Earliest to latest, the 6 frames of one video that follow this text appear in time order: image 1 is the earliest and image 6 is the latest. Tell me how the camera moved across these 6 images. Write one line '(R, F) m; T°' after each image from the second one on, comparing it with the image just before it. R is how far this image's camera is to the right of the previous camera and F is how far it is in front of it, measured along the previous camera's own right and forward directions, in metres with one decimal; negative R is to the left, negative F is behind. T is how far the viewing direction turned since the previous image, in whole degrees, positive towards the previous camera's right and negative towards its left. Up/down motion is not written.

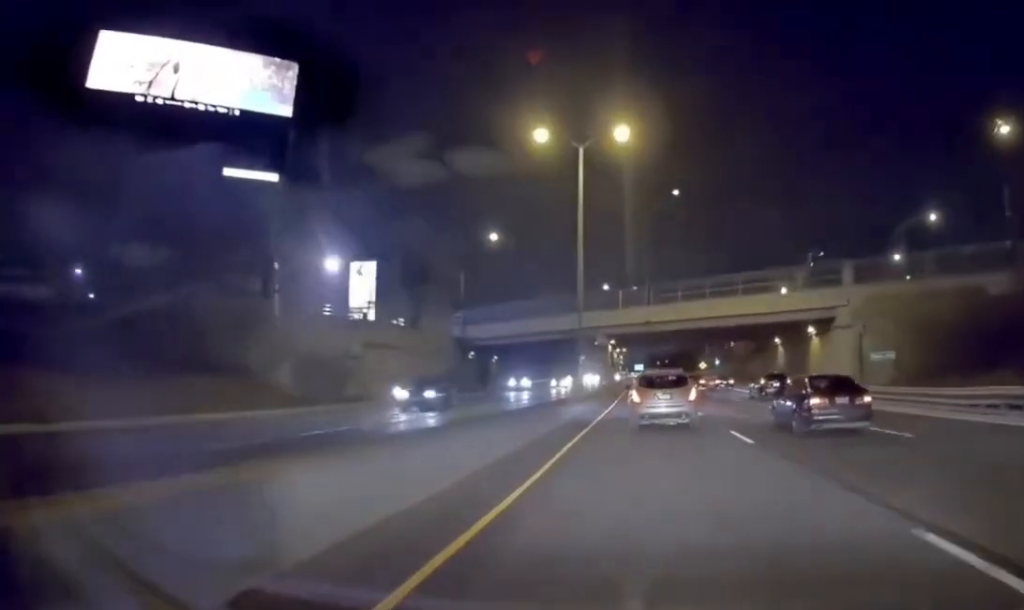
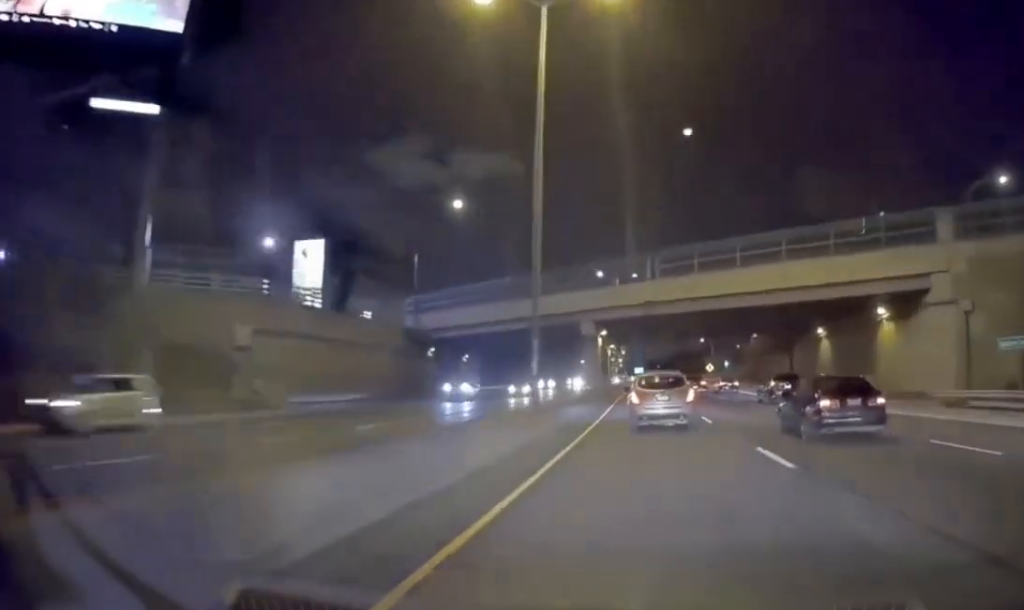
(-0.4, +16.6) m; 0°
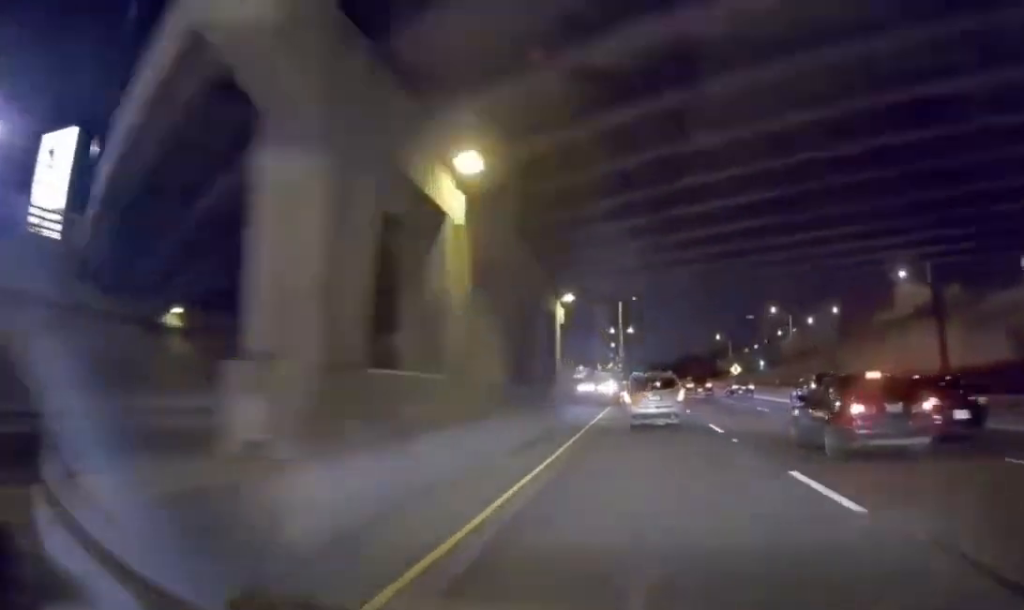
(+0.4, +40.3) m; 0°
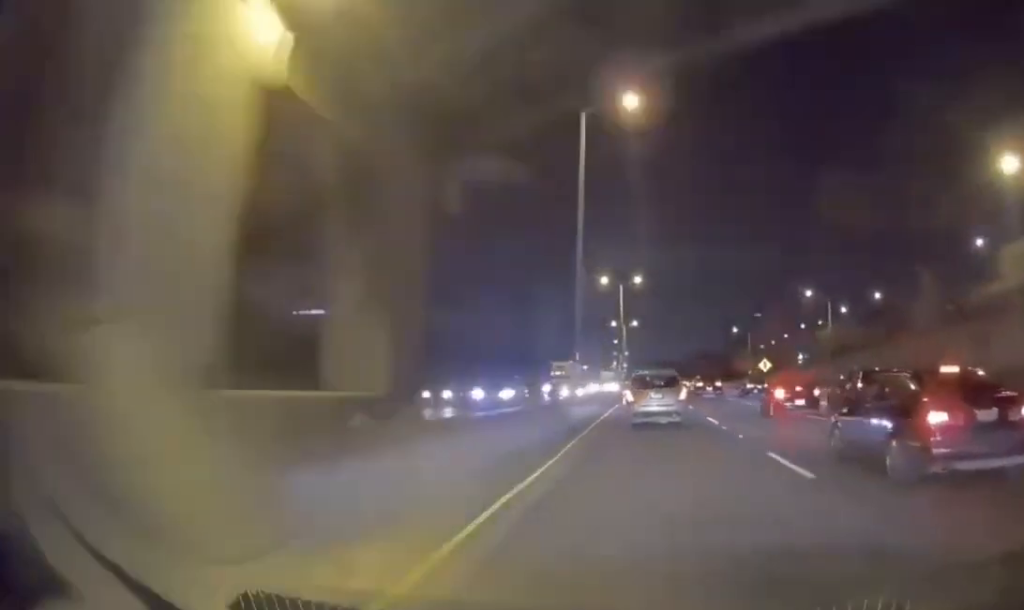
(-0.4, +21.9) m; 0°
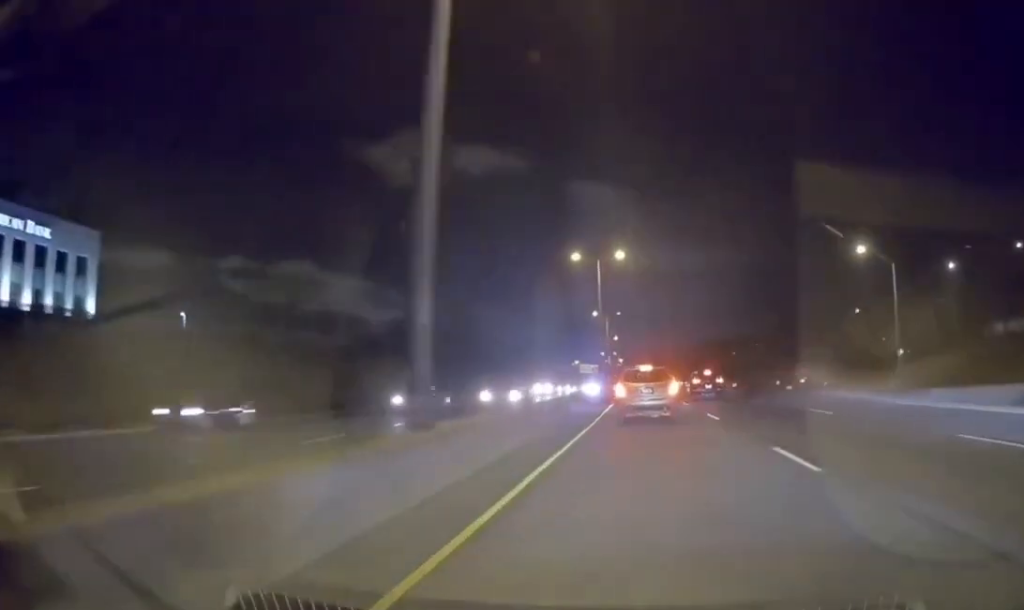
(+0.2, +89.8) m; +1°
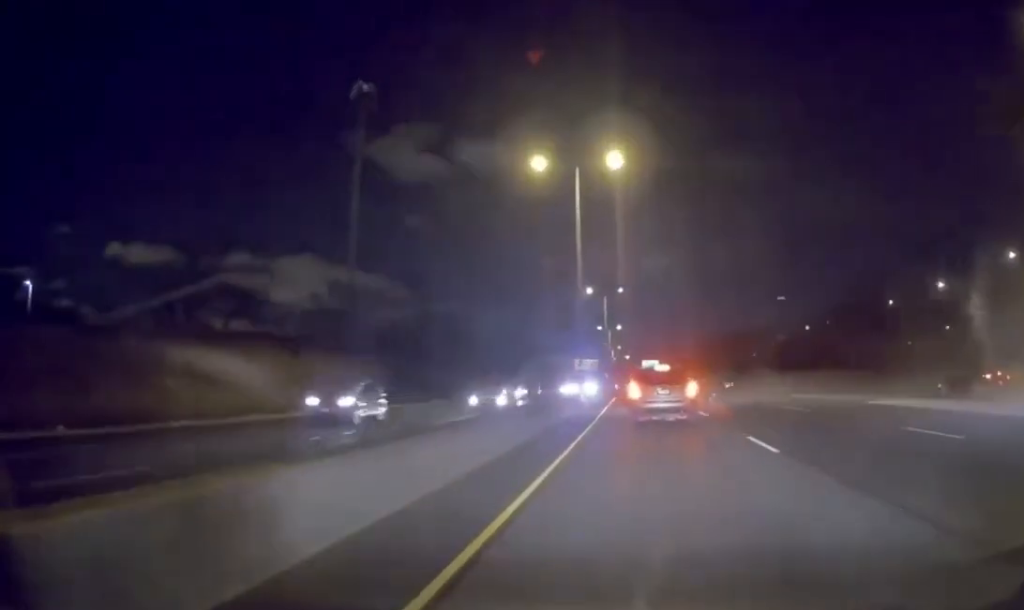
(0.0, +38.5) m; -1°
